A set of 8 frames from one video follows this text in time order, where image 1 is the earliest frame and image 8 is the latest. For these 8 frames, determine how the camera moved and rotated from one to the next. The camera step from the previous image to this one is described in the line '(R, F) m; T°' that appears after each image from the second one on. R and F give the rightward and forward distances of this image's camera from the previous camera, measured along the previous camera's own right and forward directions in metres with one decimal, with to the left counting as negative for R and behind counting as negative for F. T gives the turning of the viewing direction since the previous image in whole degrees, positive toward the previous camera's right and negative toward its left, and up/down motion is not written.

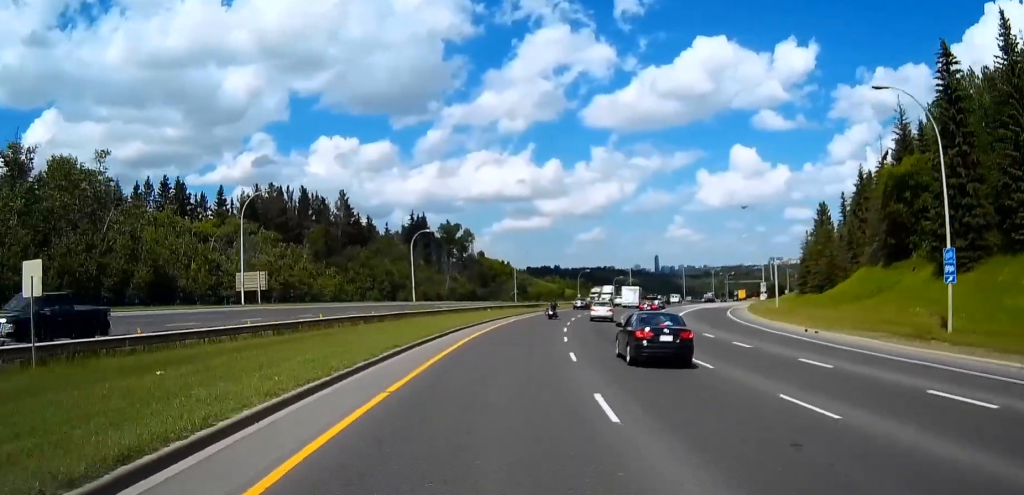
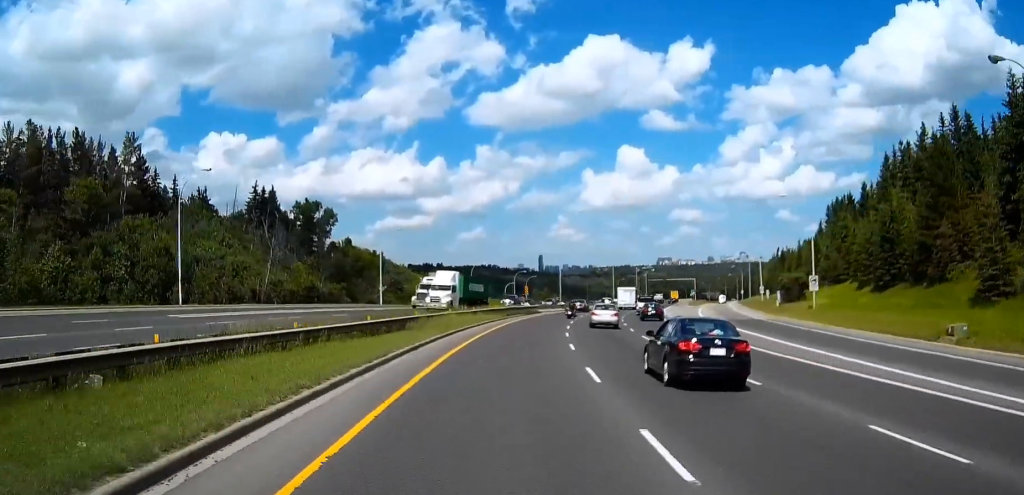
(+3.9, +58.2) m; +8°
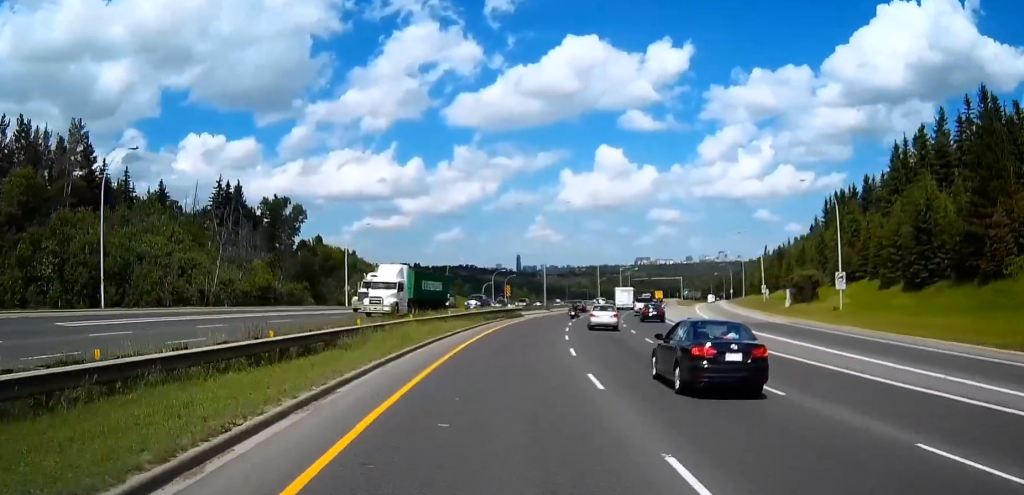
(+0.2, +10.8) m; +1°
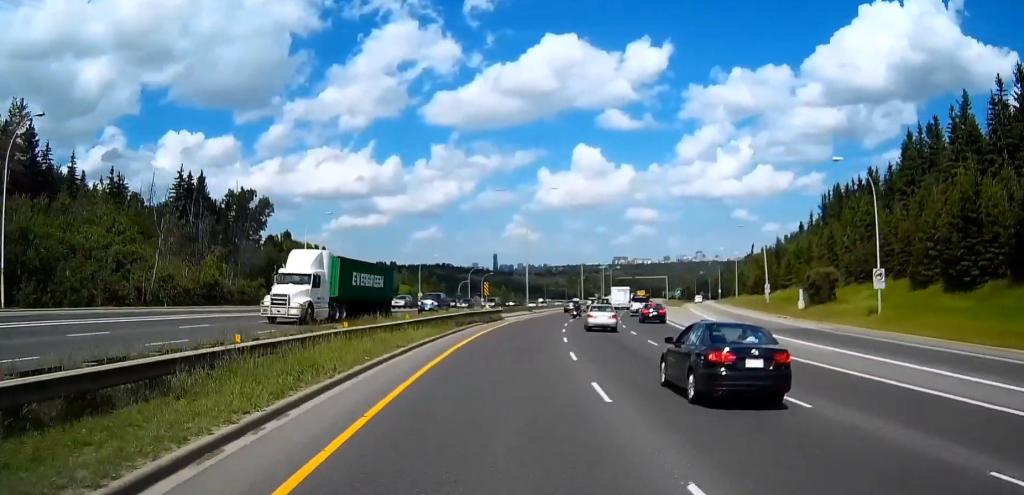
(-0.1, +10.8) m; +1°
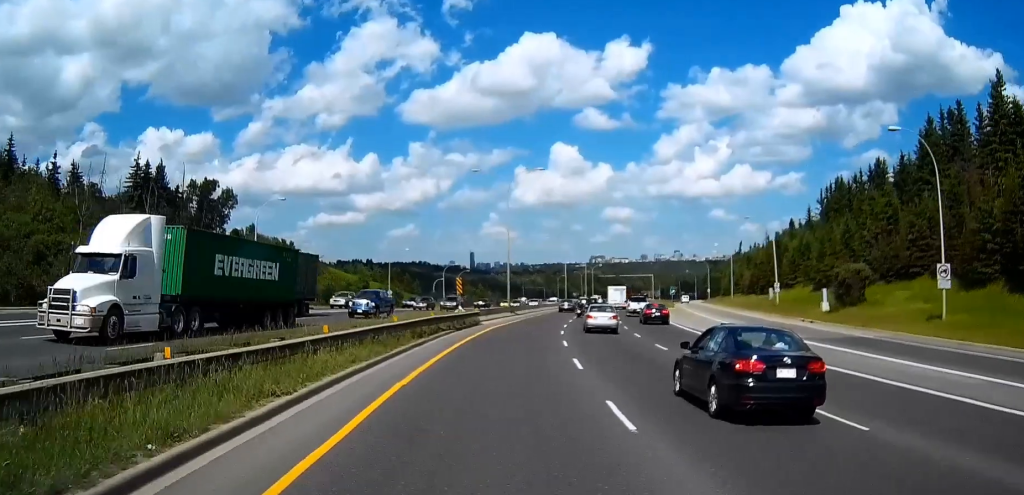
(+0.4, +11.8) m; +2°
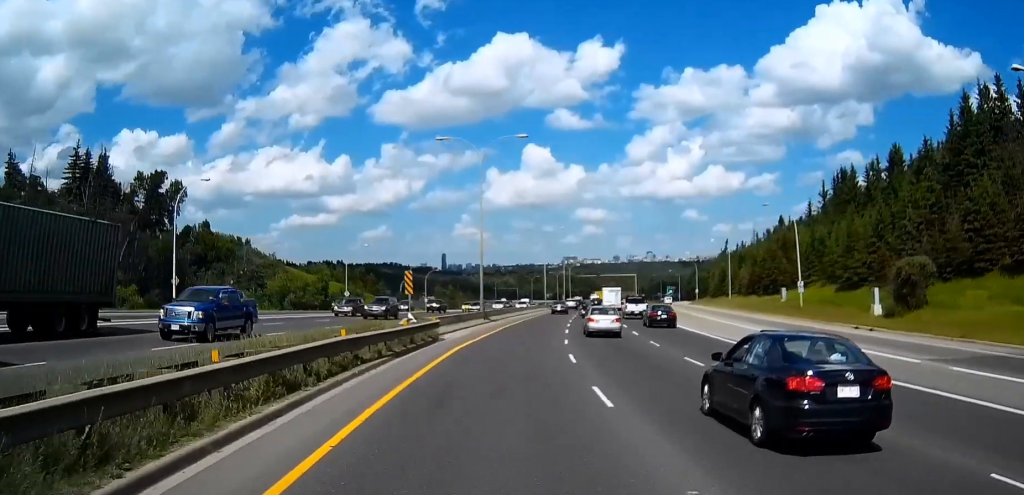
(+0.1, +15.5) m; +2°
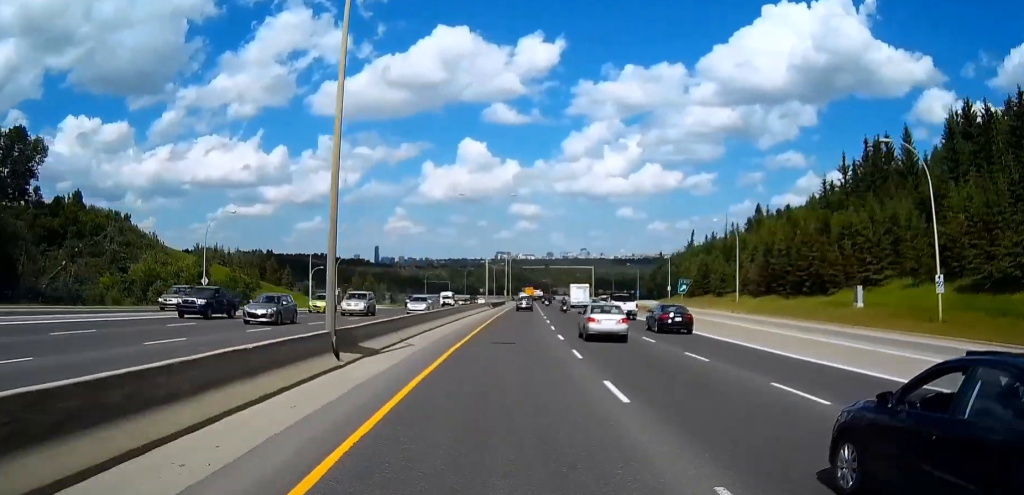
(+2.2, +36.7) m; +6°
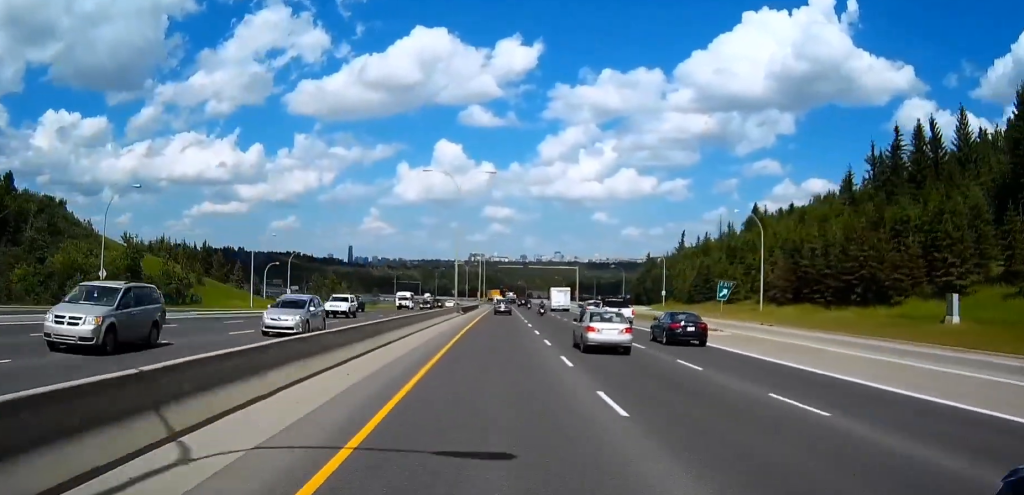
(+0.6, +18.4) m; +2°
